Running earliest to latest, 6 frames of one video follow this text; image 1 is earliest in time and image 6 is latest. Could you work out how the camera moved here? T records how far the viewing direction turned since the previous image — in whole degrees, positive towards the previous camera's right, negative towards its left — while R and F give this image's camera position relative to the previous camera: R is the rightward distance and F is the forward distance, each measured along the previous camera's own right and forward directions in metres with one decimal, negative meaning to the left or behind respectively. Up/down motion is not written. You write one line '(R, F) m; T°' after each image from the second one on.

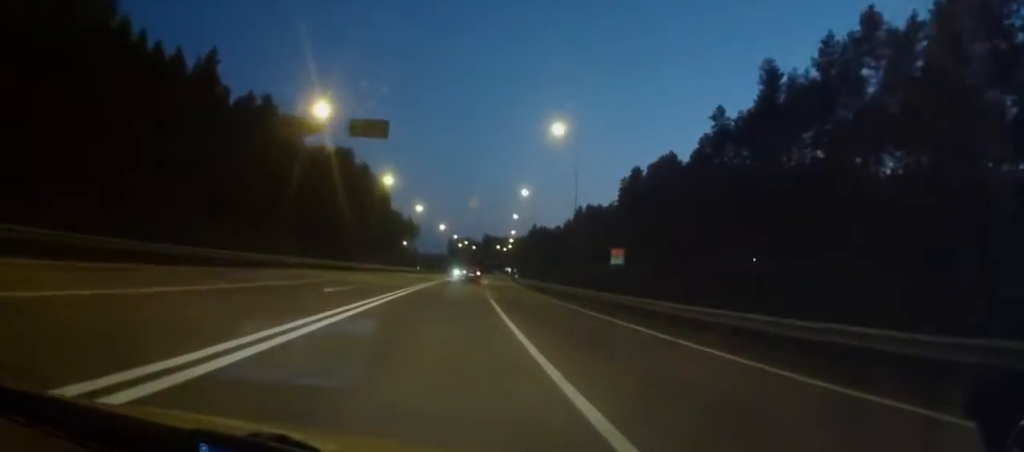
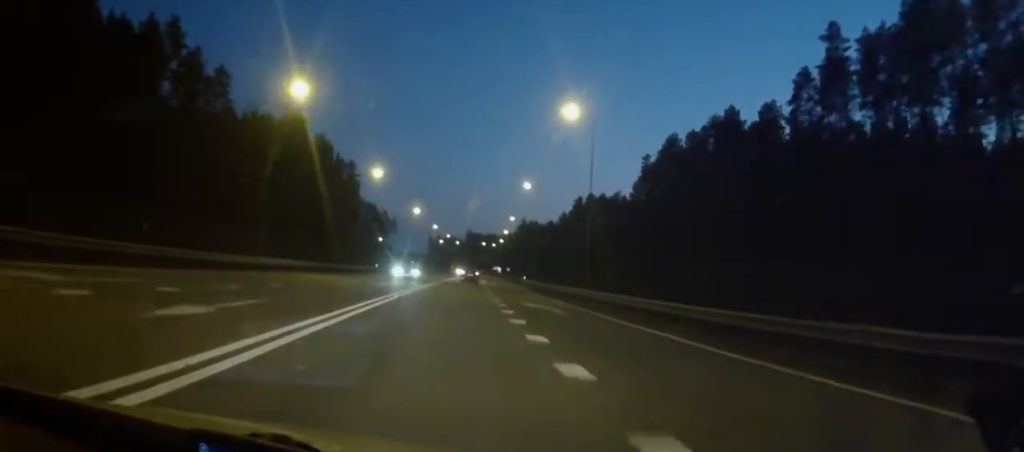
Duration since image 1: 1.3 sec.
(+0.6, +36.5) m; +1°
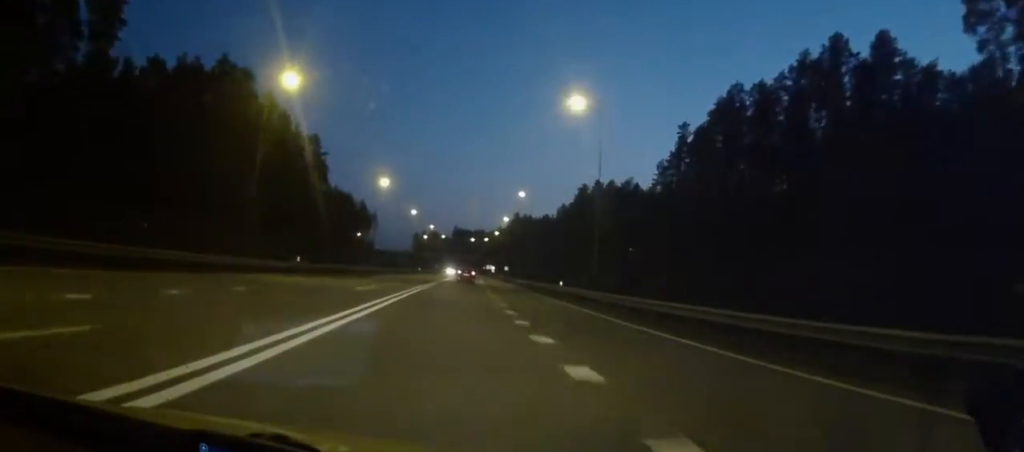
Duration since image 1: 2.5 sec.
(+0.3, +32.1) m; +2°
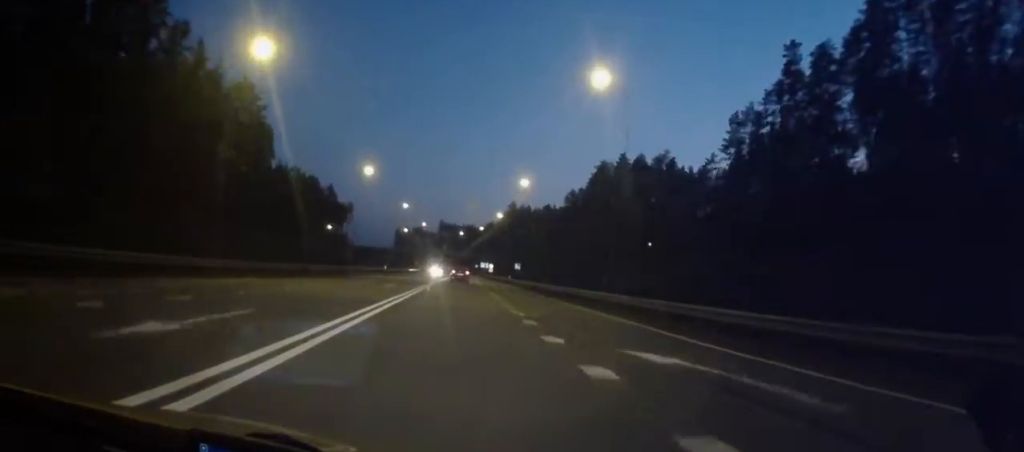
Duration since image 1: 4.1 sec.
(+0.7, +44.1) m; +1°
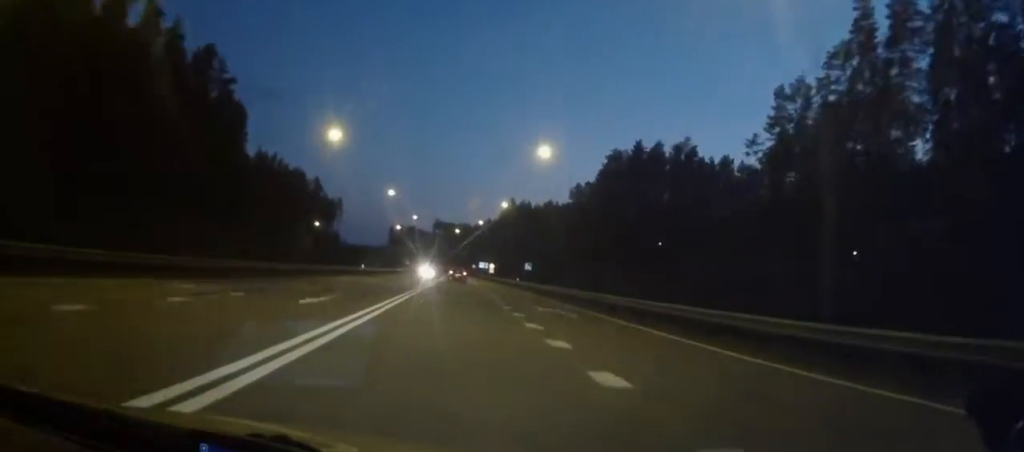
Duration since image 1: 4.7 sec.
(+0.1, +16.5) m; +1°
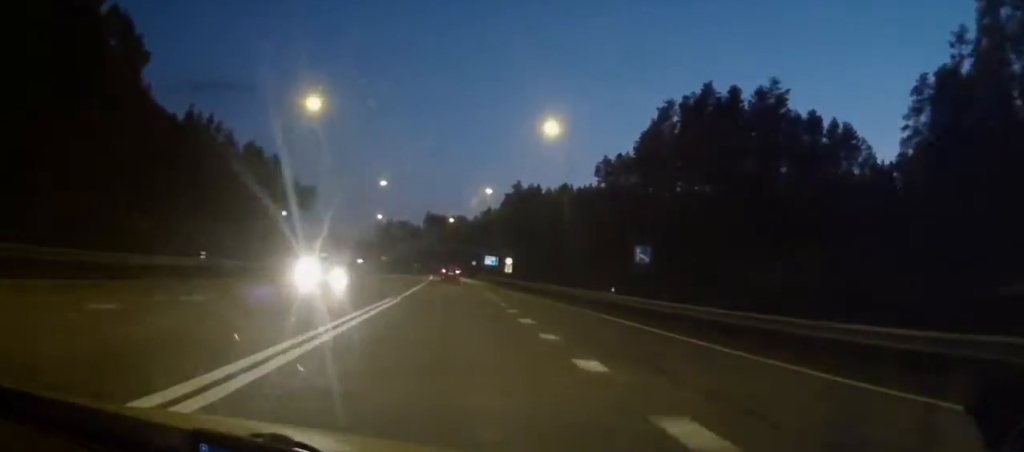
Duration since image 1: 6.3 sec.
(+0.9, +43.1) m; +2°
